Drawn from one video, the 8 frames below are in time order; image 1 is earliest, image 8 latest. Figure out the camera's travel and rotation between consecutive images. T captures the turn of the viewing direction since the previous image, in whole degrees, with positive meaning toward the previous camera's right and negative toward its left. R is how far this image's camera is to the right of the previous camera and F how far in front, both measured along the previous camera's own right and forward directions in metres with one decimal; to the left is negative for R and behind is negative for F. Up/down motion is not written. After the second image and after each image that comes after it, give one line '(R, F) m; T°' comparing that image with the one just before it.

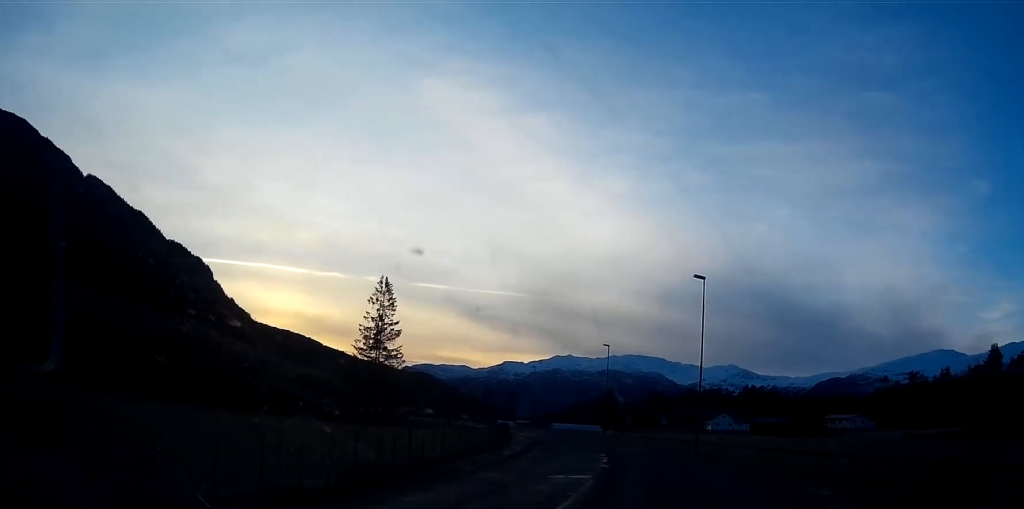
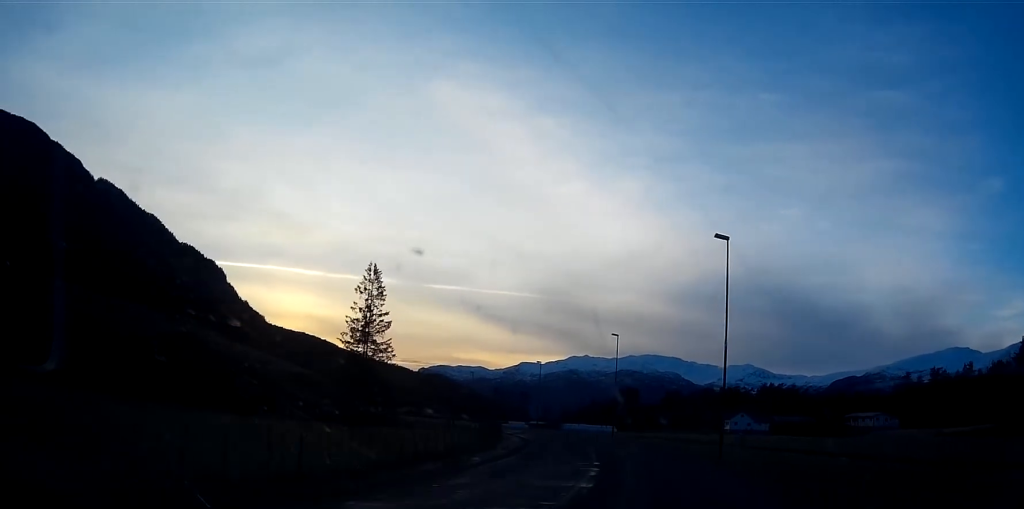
(-0.1, +8.8) m; -1°
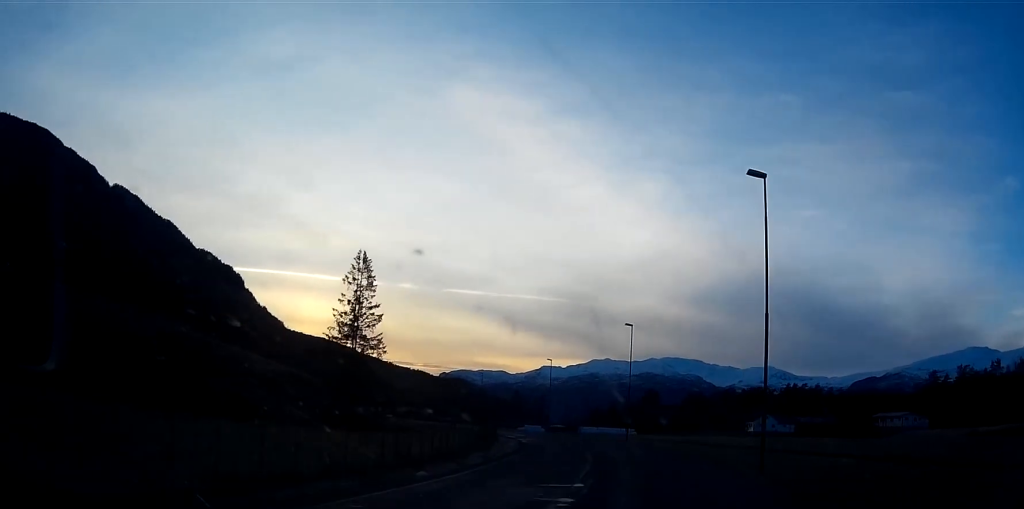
(0.0, +8.8) m; -2°
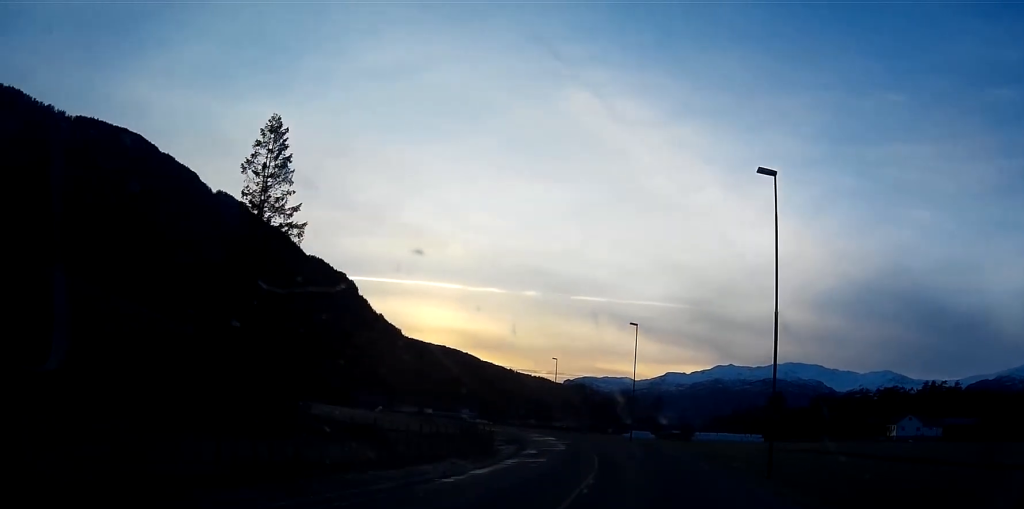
(-3.6, +39.6) m; -11°
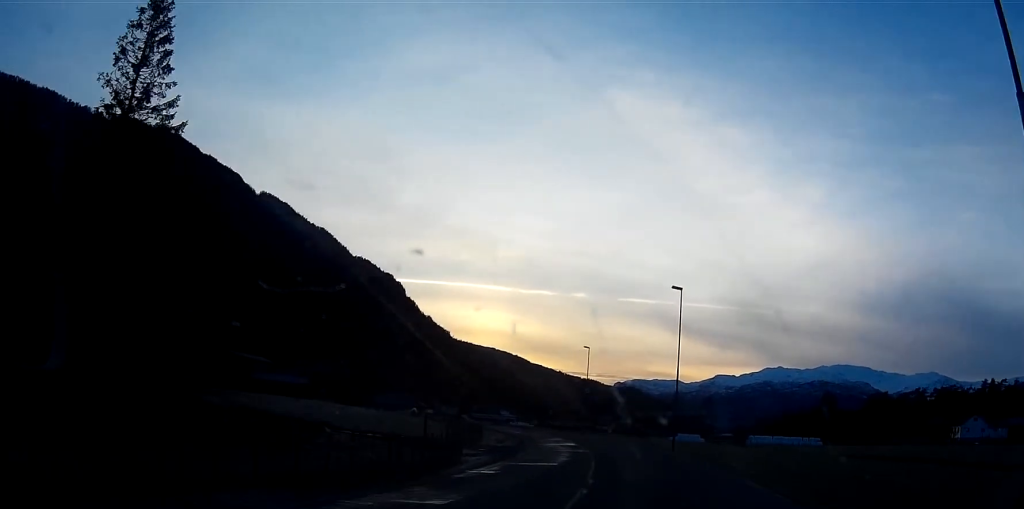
(-0.7, +17.0) m; -4°
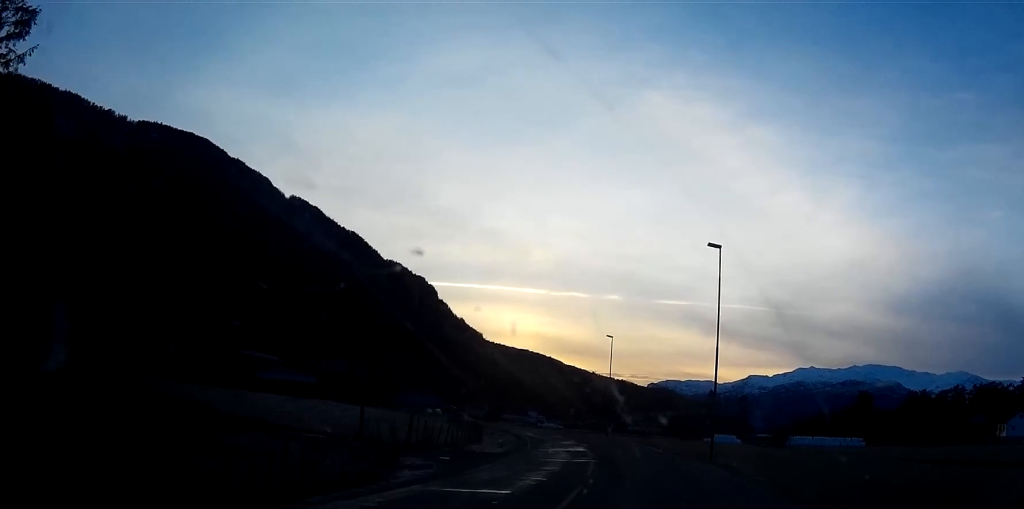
(-0.3, +11.4) m; -2°
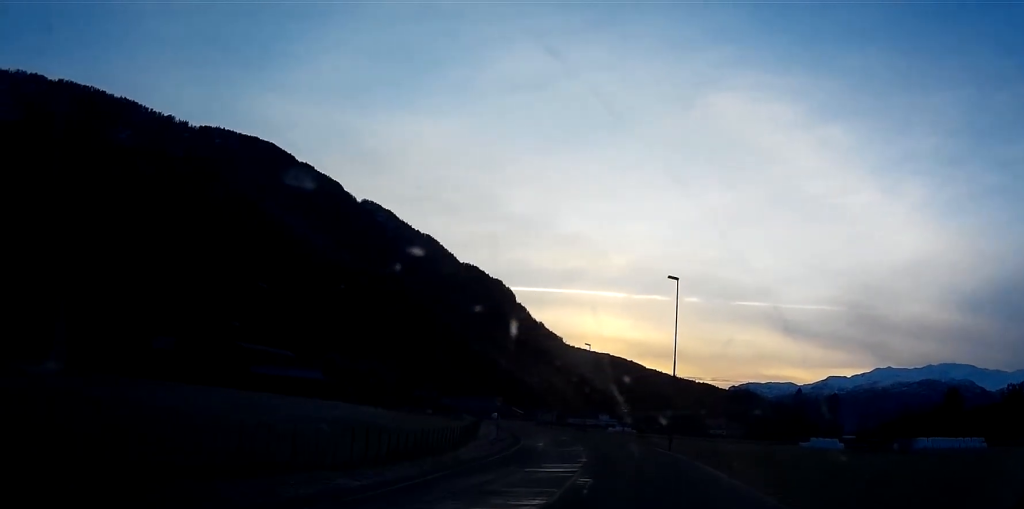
(-1.2, +30.7) m; -5°
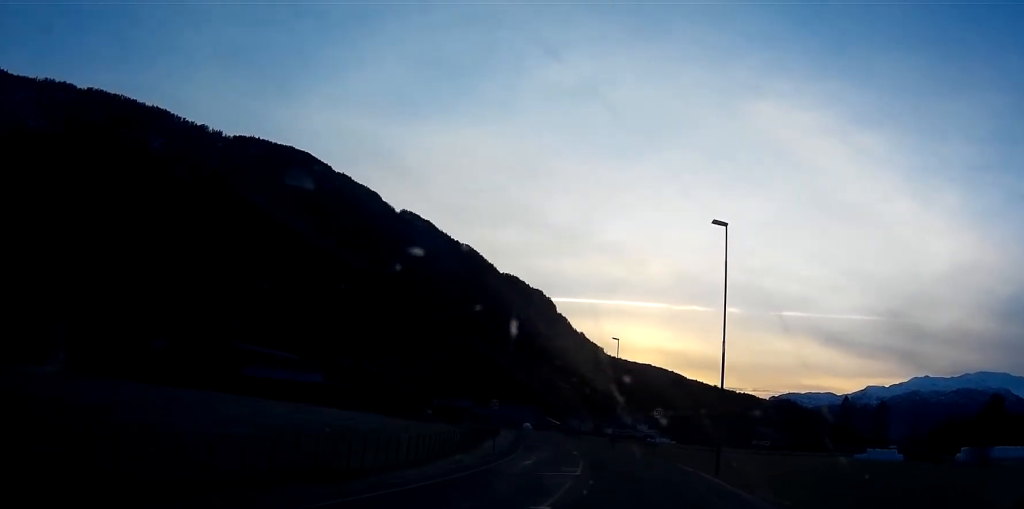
(-0.4, +14.2) m; -3°
